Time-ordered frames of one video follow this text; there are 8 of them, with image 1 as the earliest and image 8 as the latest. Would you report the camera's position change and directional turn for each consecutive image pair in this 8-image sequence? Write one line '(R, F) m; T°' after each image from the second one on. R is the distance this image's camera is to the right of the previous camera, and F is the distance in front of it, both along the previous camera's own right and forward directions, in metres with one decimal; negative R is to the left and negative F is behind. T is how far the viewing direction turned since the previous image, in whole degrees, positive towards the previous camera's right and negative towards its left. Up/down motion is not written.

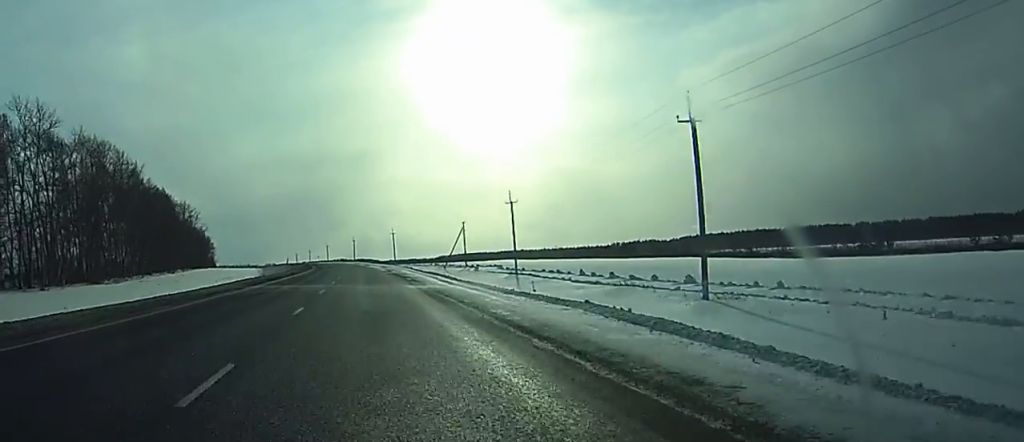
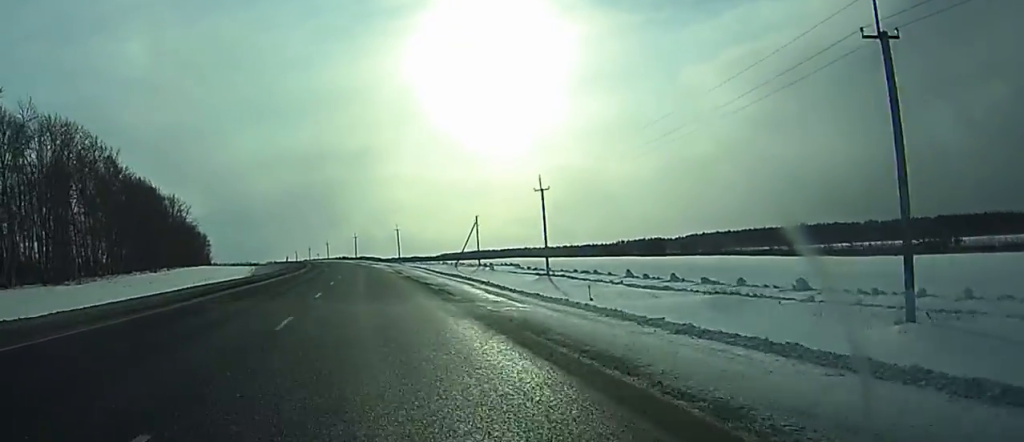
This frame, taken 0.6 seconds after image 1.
(0.0, +16.1) m; 0°
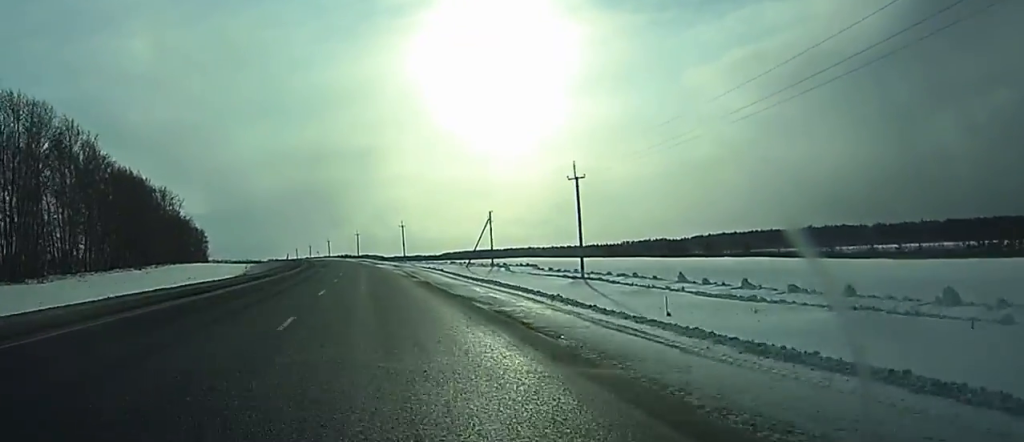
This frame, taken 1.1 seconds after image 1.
(-0.1, +12.6) m; 0°
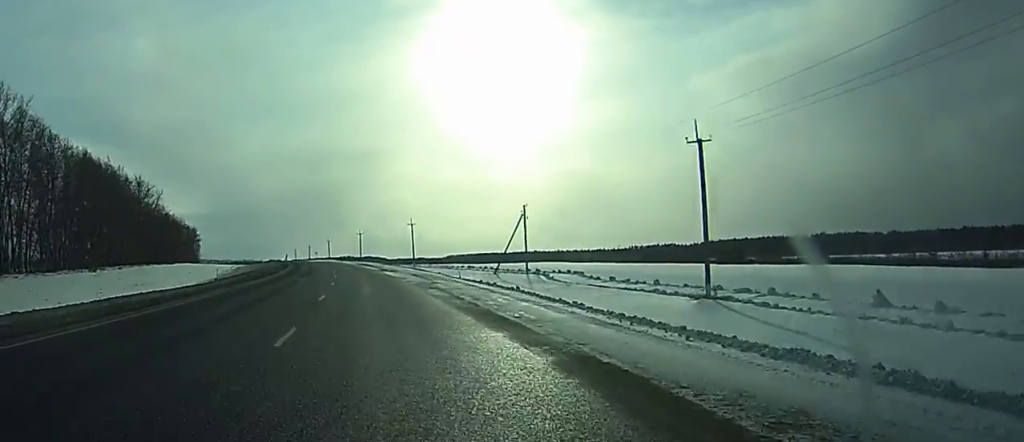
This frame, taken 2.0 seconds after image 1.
(-0.1, +26.3) m; 0°
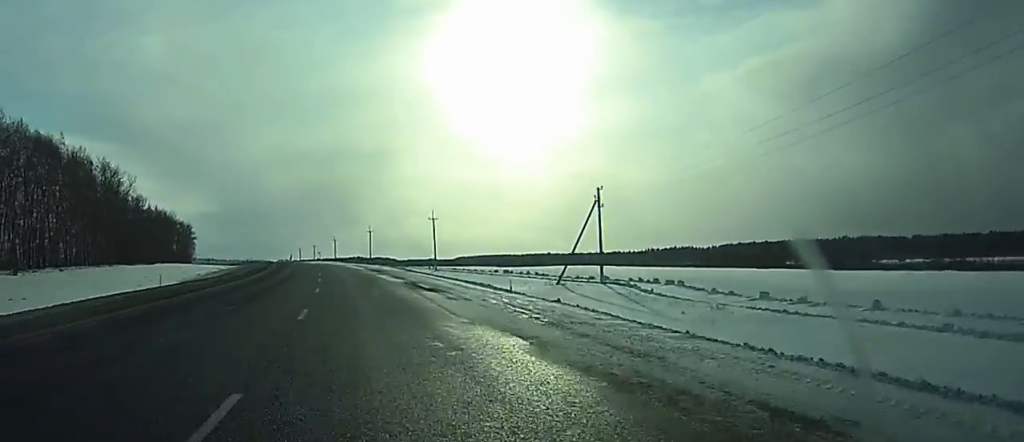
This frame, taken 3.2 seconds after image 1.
(-0.2, +31.1) m; -1°
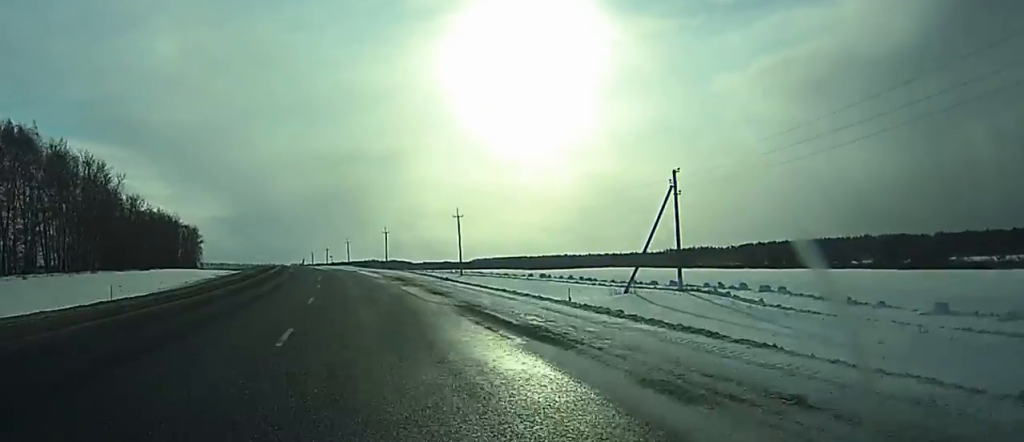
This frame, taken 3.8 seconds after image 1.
(-0.1, +16.5) m; 0°
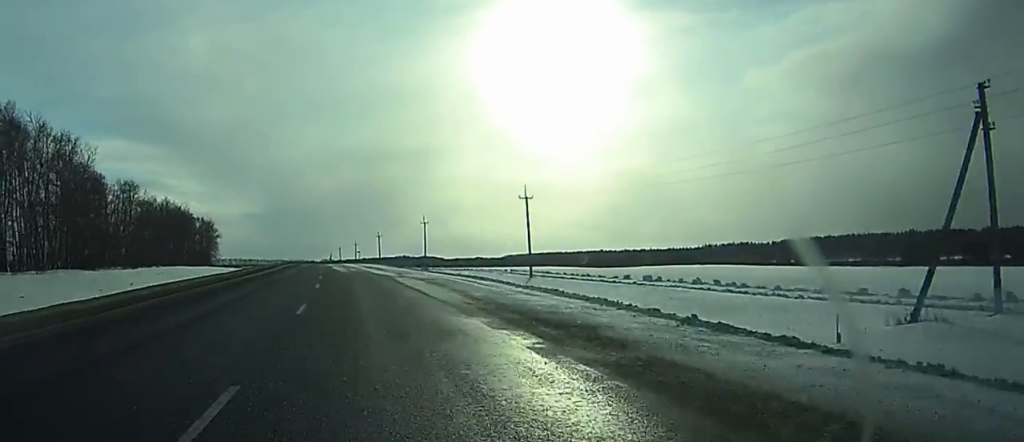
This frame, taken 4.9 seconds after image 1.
(-0.2, +31.3) m; -1°
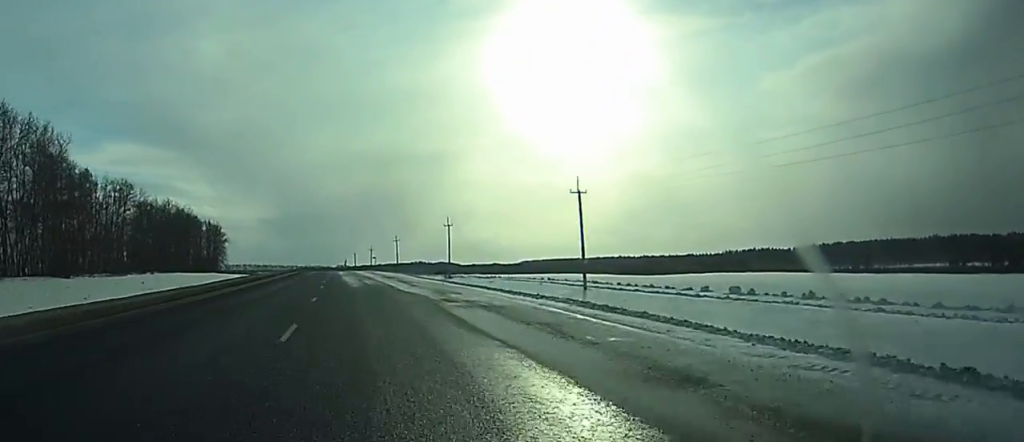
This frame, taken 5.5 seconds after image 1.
(-0.1, +16.5) m; -1°
